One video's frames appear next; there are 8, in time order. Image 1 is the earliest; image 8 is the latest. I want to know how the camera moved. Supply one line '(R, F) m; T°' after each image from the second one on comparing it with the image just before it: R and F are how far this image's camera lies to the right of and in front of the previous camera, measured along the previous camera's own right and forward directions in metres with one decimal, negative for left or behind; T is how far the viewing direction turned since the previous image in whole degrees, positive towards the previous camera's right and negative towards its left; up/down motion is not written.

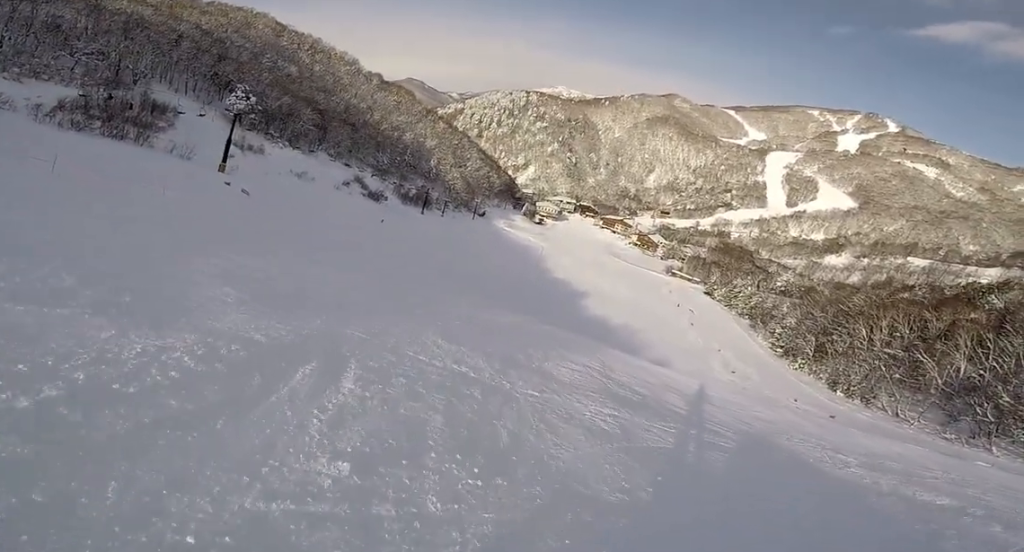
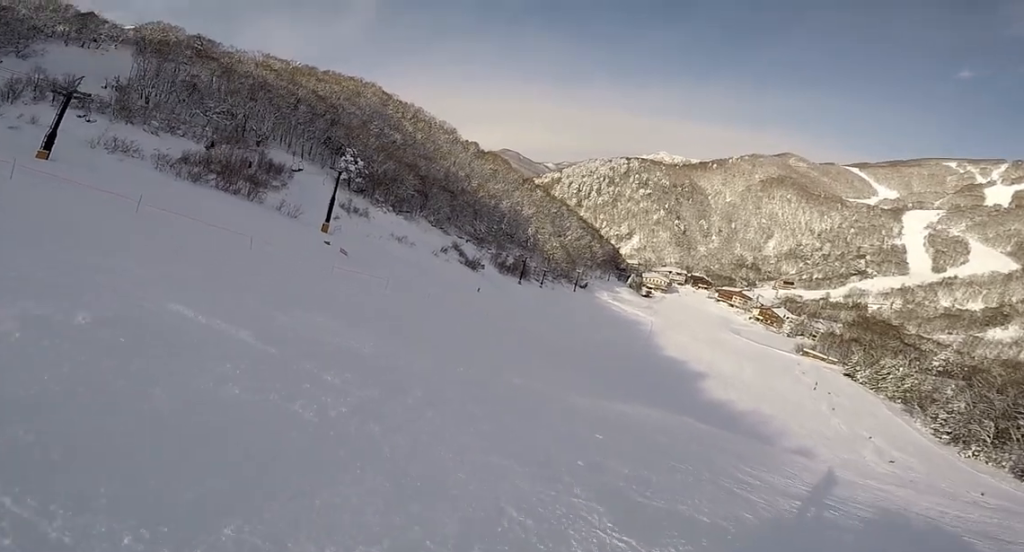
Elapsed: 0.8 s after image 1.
(-0.9, +4.6) m; -9°
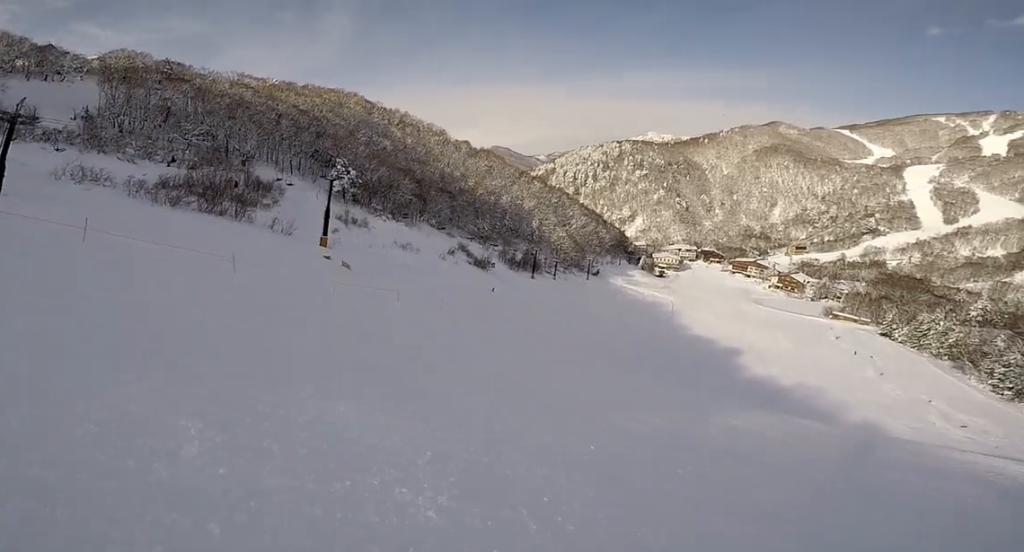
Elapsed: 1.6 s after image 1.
(-0.1, +5.3) m; +7°
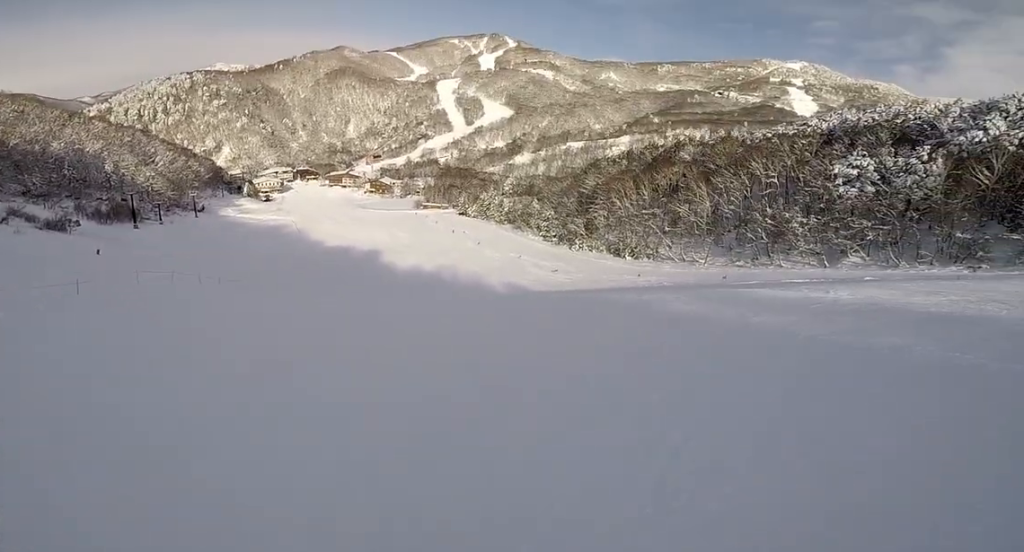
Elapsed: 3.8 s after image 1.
(+4.8, +12.3) m; +49°
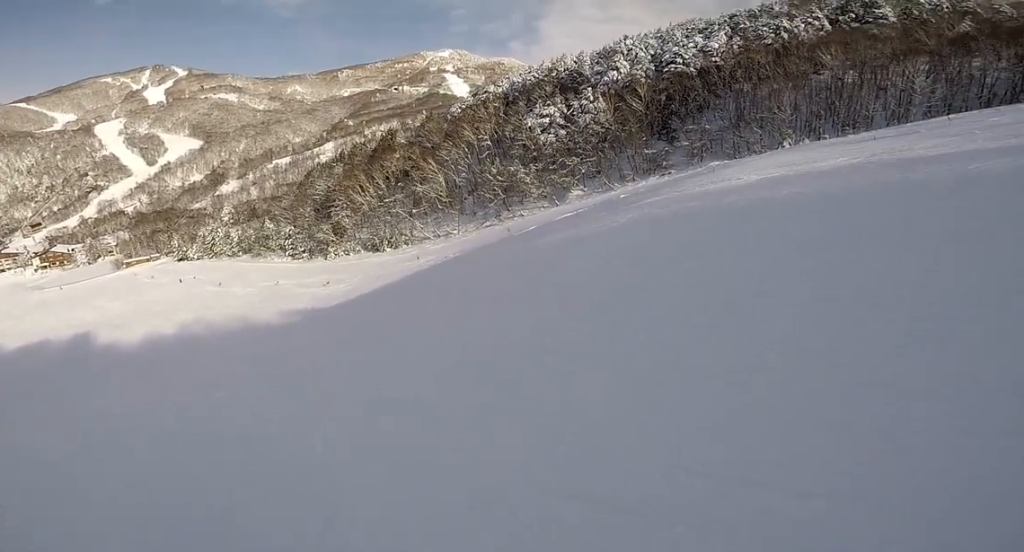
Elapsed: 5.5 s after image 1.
(+3.1, +11.2) m; +31°
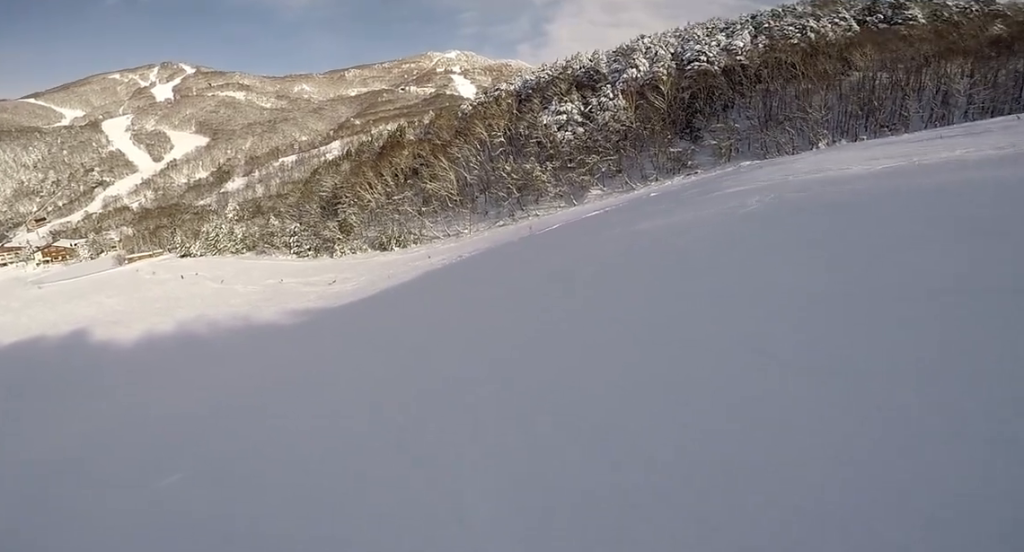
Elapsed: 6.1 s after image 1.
(+1.1, +3.8) m; -6°
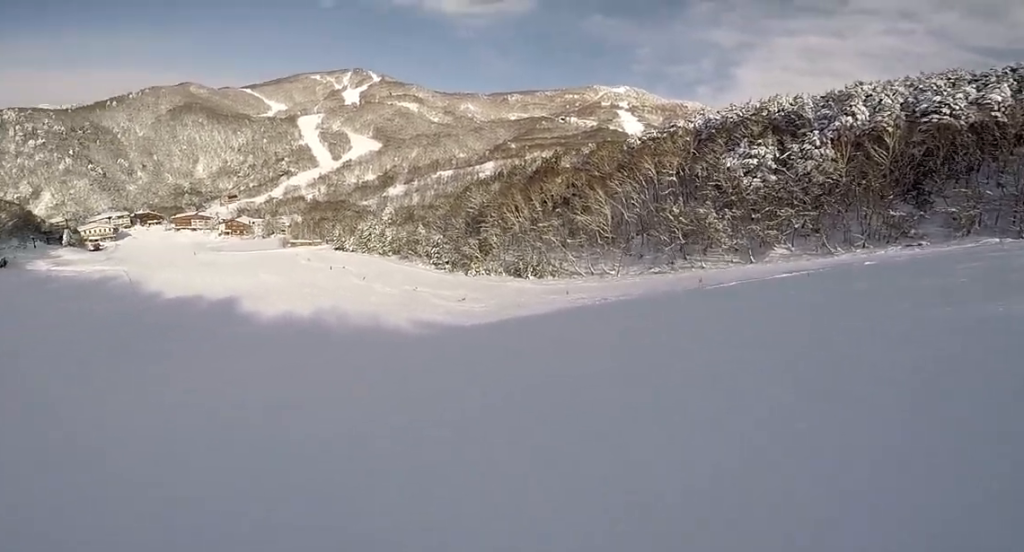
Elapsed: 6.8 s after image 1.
(-0.4, +4.3) m; -13°
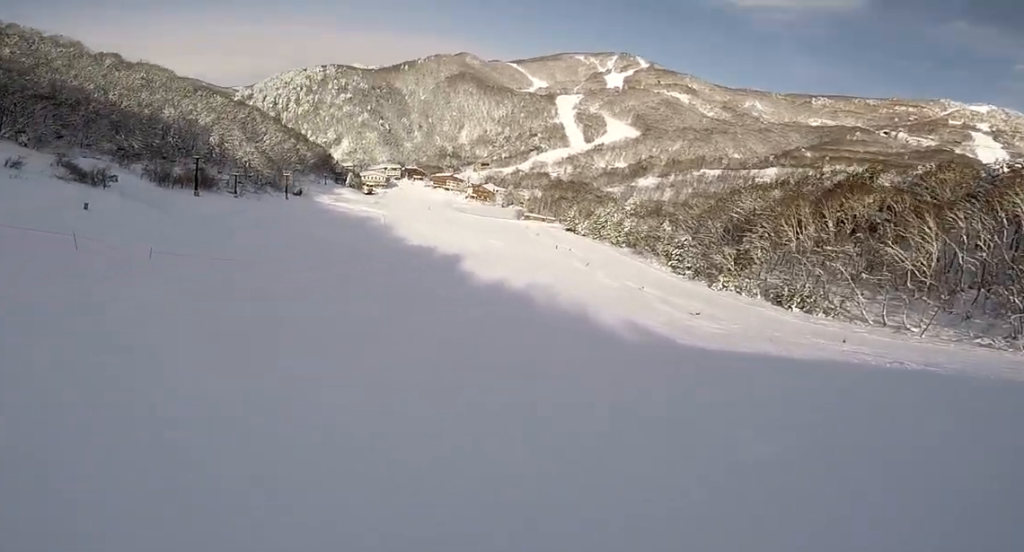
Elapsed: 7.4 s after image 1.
(-1.3, +4.6) m; -17°
